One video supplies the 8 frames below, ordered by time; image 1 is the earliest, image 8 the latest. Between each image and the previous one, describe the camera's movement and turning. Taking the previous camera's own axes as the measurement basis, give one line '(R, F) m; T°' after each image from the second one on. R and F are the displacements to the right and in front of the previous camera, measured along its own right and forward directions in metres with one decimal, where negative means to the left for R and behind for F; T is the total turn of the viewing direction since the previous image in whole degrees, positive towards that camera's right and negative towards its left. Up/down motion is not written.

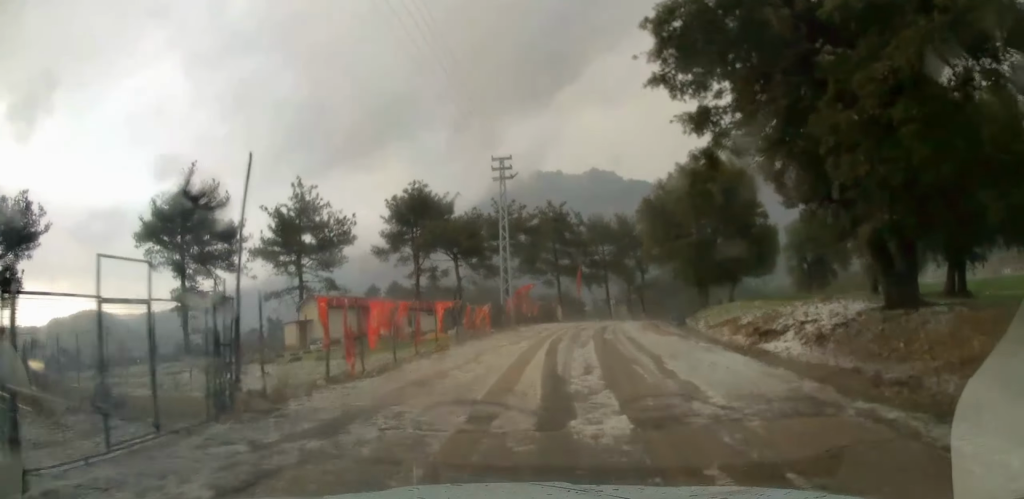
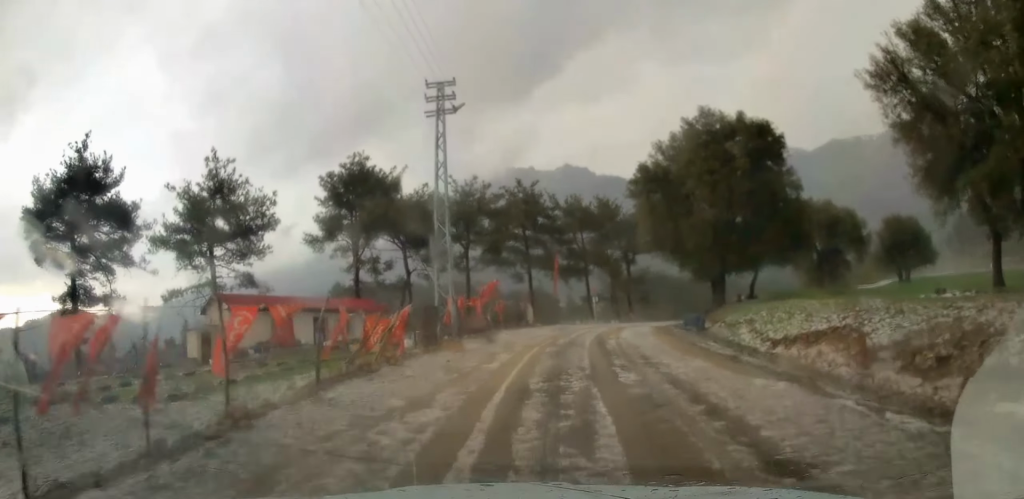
(+0.2, +10.4) m; +2°
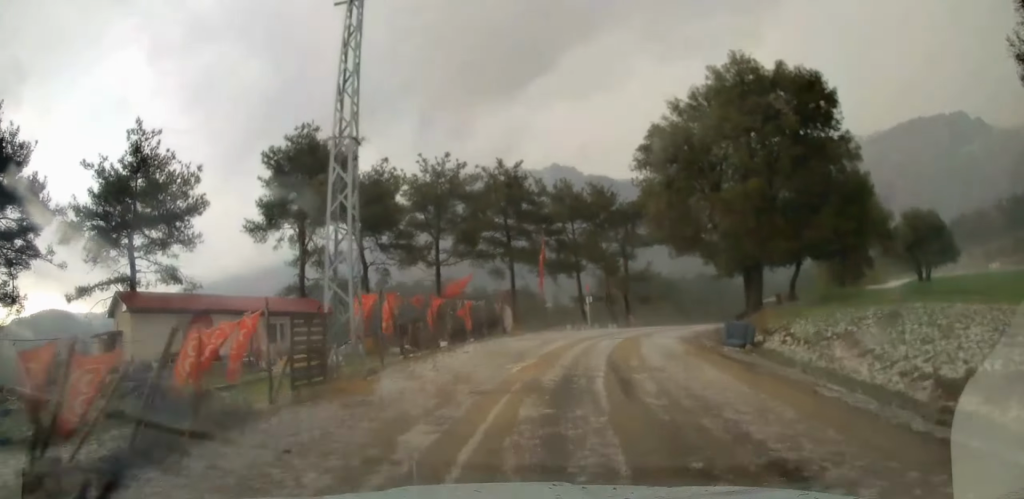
(0.0, +8.0) m; +3°
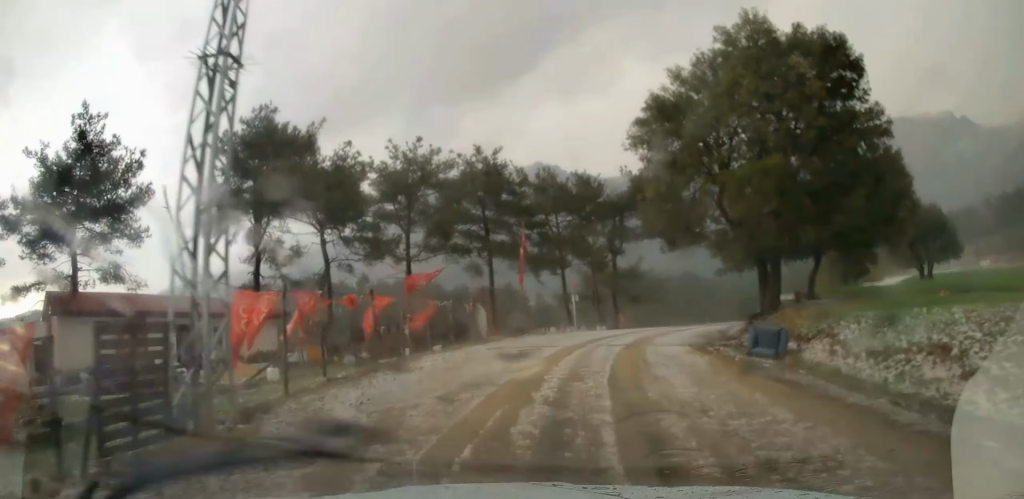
(+0.1, +3.8) m; +2°
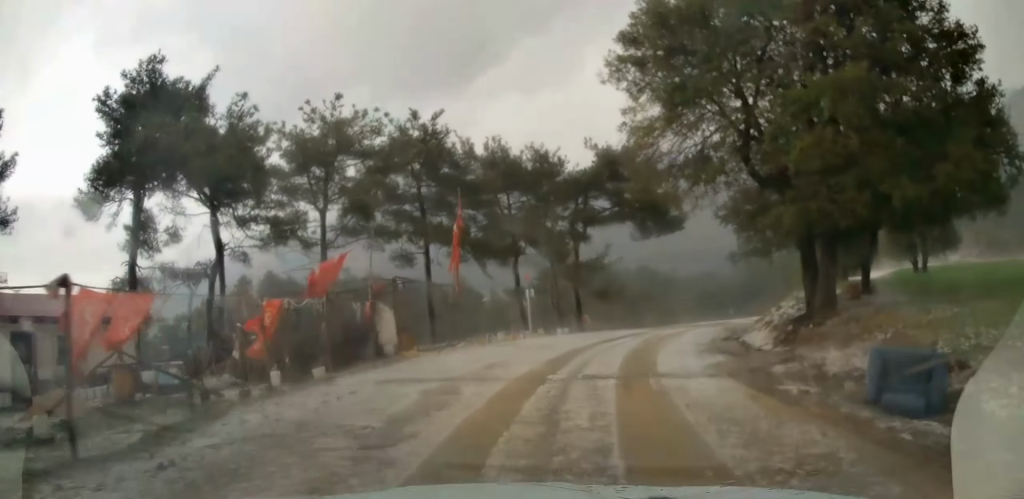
(+0.4, +7.7) m; +5°
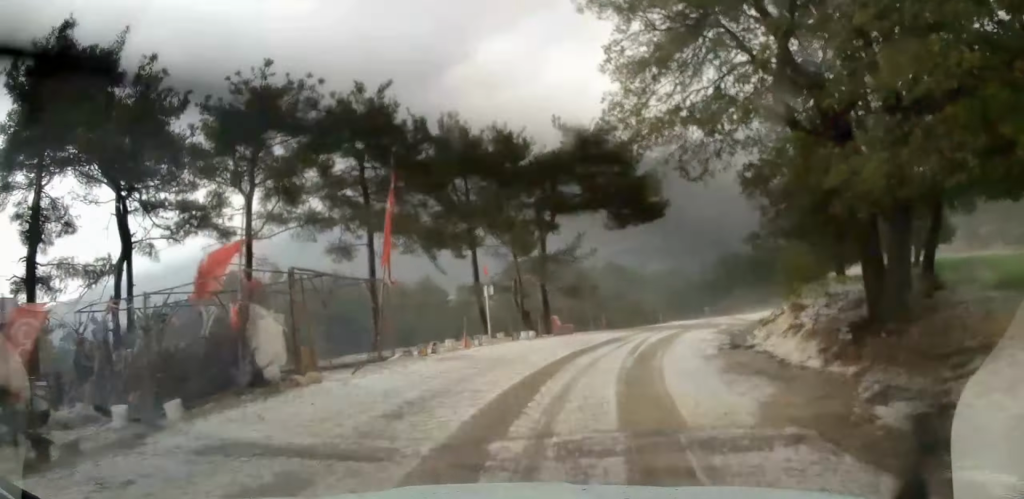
(+0.1, +4.8) m; +3°
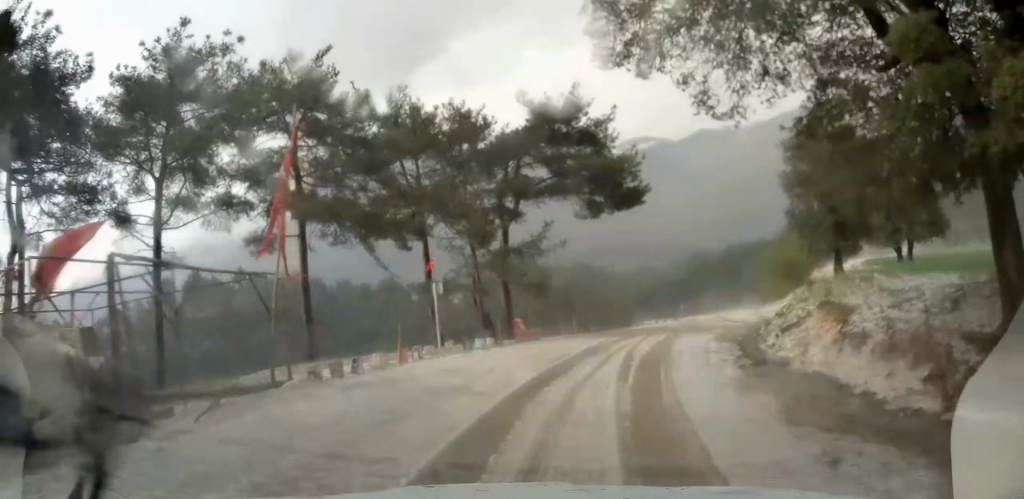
(+0.1, +4.6) m; +4°
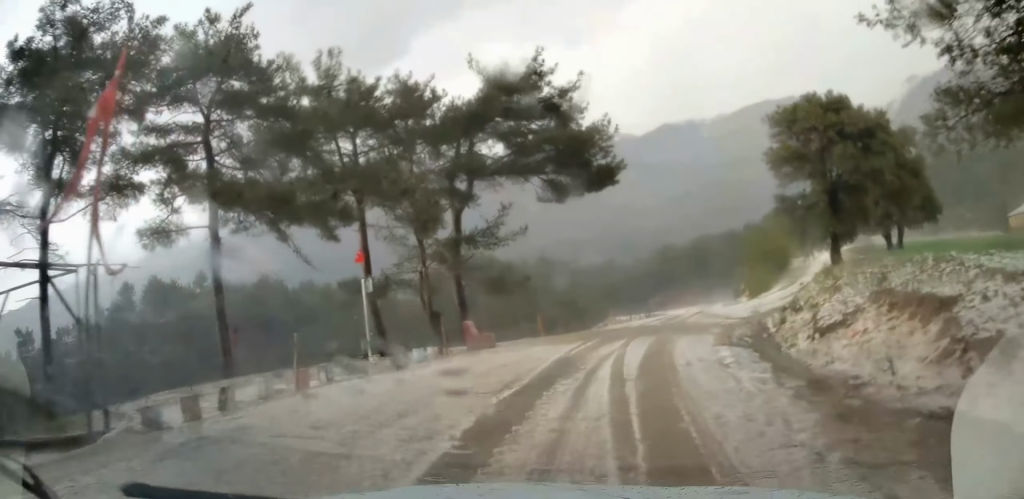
(+0.2, +4.3) m; +2°
